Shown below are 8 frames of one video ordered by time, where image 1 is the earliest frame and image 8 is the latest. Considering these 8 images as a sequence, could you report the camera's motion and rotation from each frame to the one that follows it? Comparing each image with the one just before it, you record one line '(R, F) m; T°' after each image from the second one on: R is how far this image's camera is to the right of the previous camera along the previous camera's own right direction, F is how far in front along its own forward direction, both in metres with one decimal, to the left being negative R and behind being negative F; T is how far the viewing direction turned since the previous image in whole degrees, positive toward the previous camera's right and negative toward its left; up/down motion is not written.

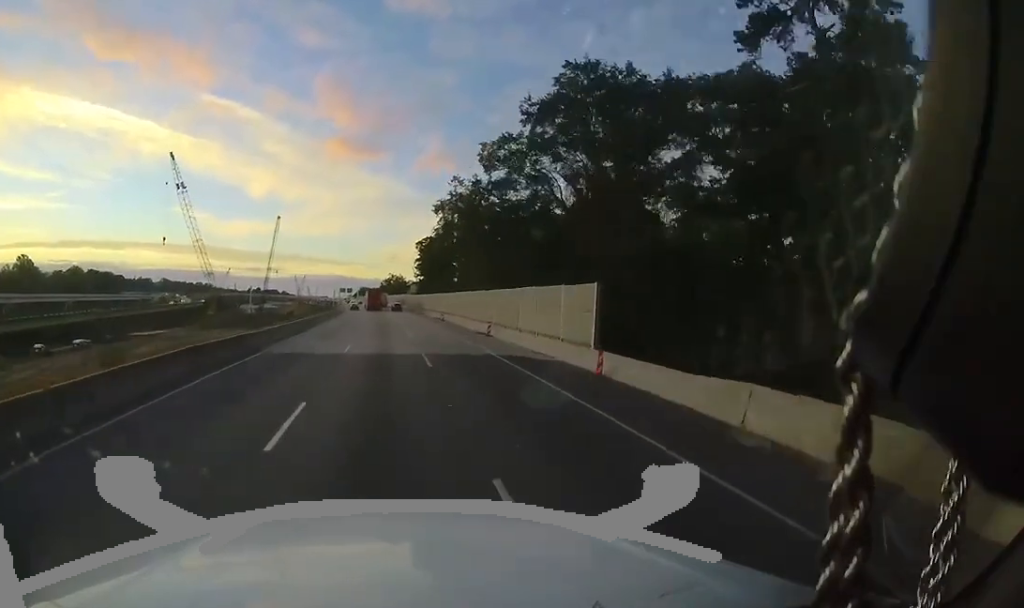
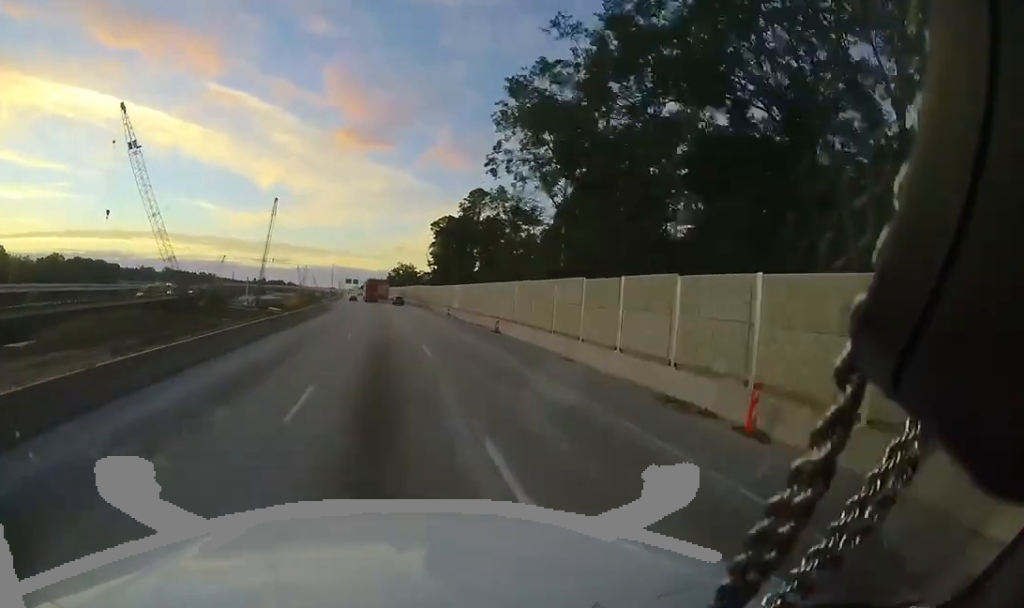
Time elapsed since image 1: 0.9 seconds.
(0.0, +23.2) m; 0°
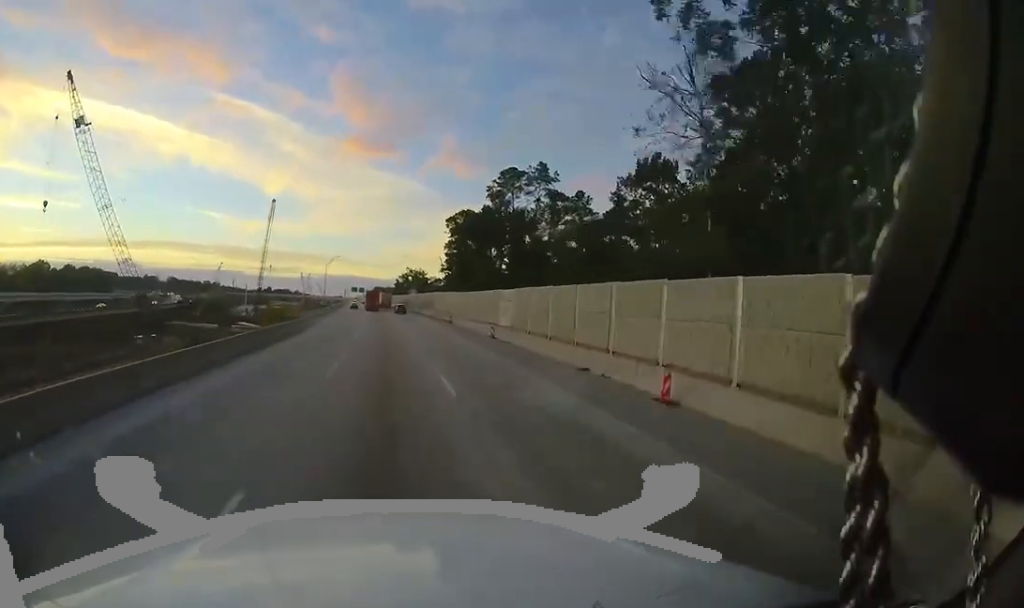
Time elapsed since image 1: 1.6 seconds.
(0.0, +17.4) m; -1°
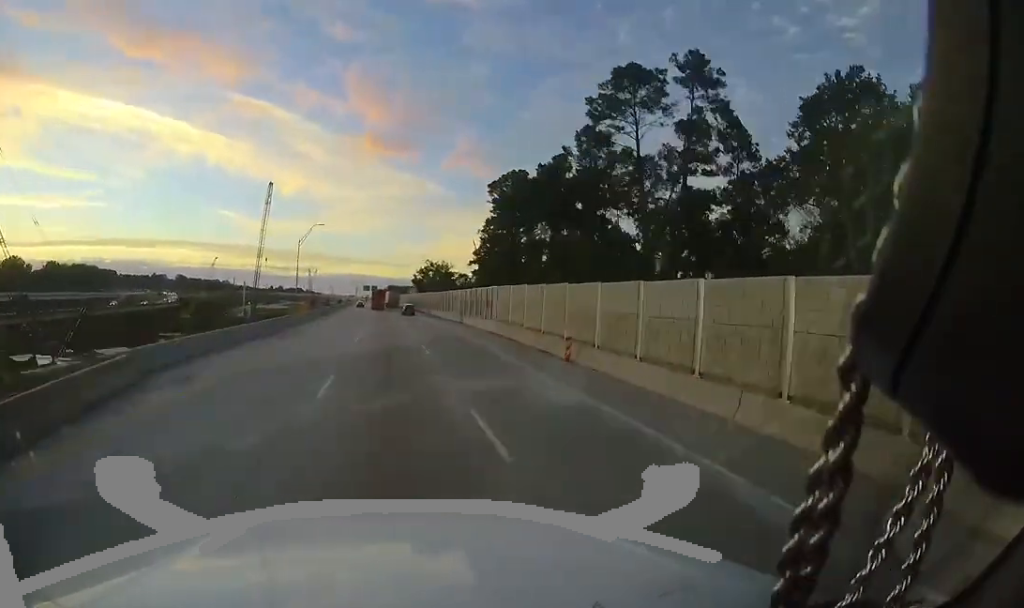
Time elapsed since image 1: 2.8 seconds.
(-1.0, +28.1) m; -4°
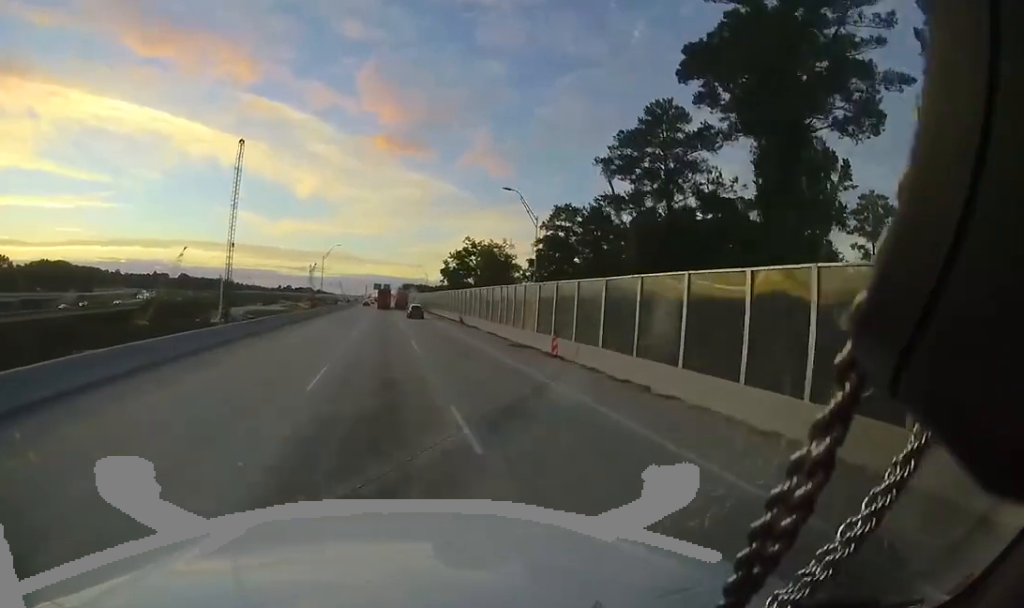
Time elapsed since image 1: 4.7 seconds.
(-1.6, +47.5) m; -2°
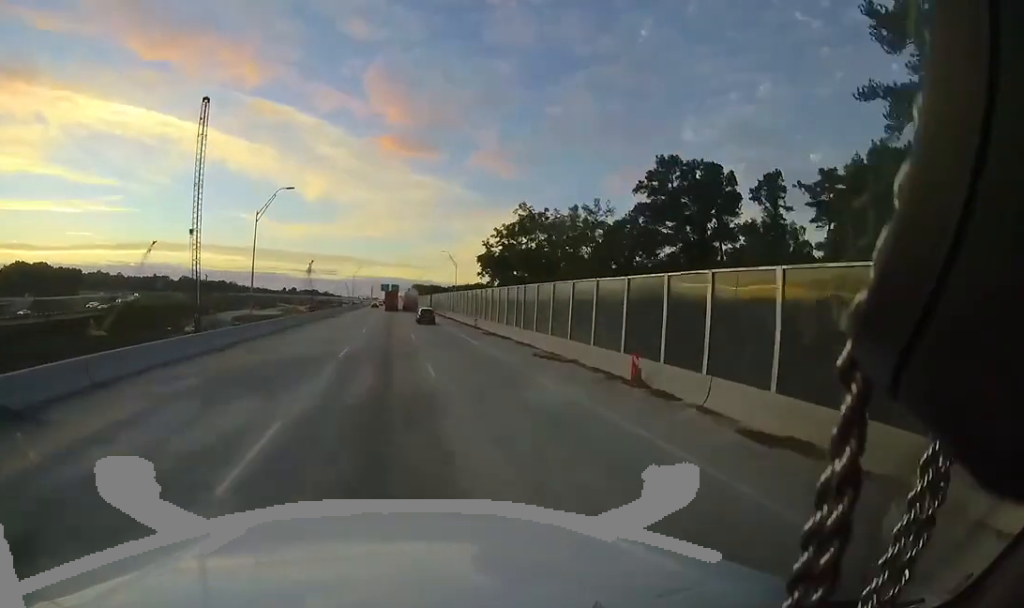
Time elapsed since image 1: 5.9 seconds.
(0.0, +30.1) m; 0°
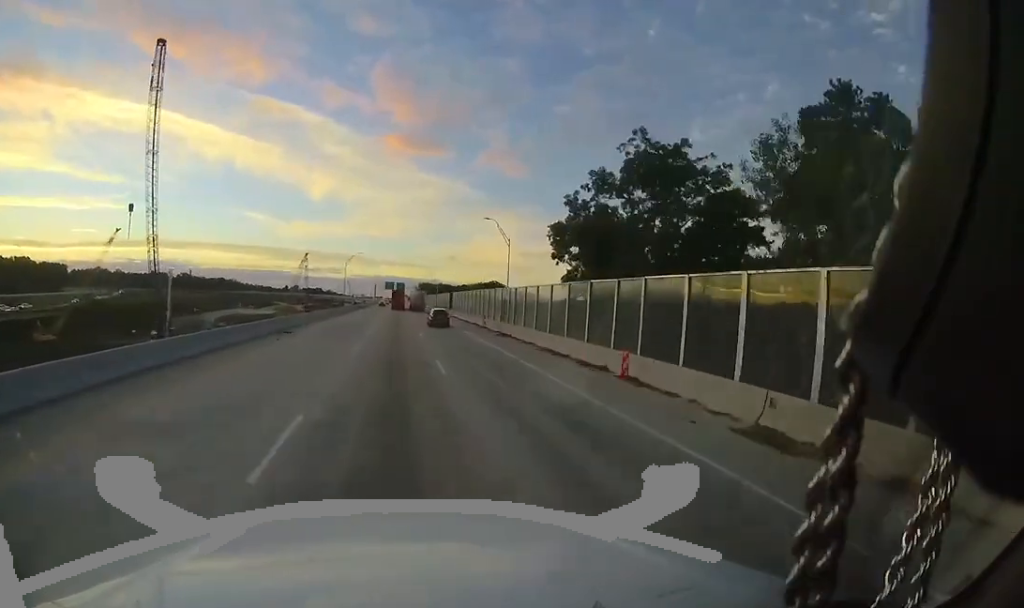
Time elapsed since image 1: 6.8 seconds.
(-0.2, +23.9) m; -1°
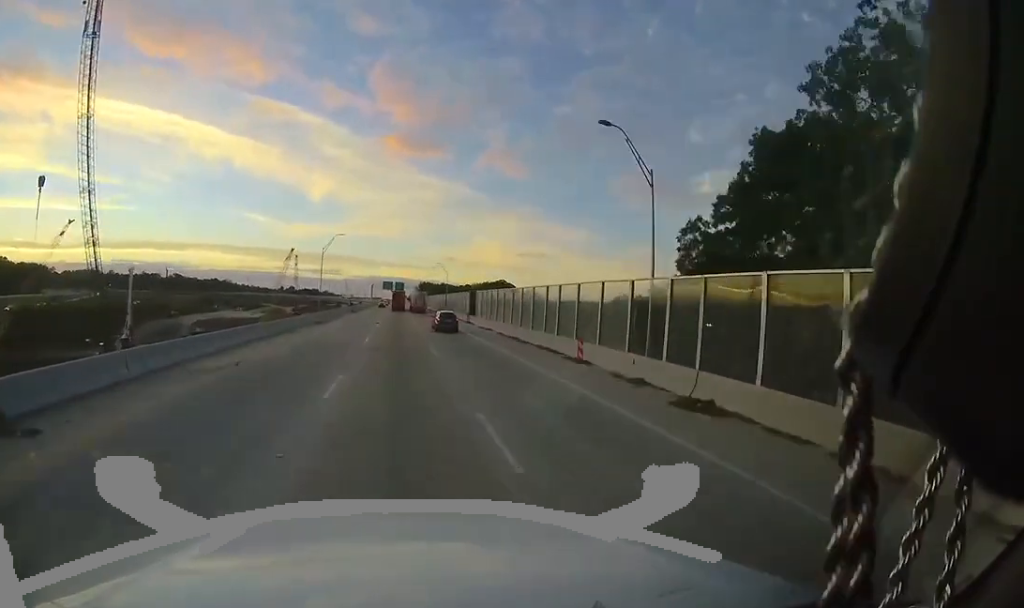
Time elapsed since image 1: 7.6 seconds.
(-0.1, +19.5) m; 0°
